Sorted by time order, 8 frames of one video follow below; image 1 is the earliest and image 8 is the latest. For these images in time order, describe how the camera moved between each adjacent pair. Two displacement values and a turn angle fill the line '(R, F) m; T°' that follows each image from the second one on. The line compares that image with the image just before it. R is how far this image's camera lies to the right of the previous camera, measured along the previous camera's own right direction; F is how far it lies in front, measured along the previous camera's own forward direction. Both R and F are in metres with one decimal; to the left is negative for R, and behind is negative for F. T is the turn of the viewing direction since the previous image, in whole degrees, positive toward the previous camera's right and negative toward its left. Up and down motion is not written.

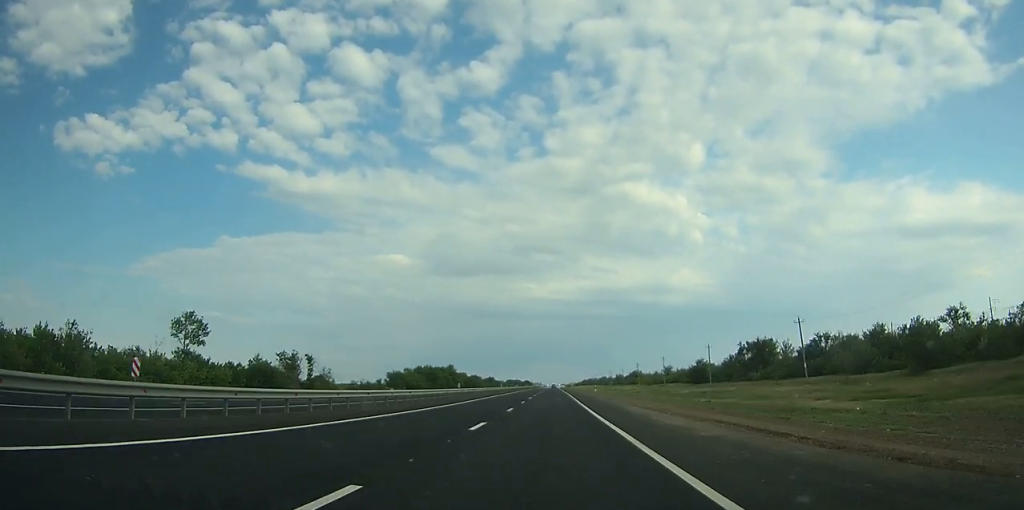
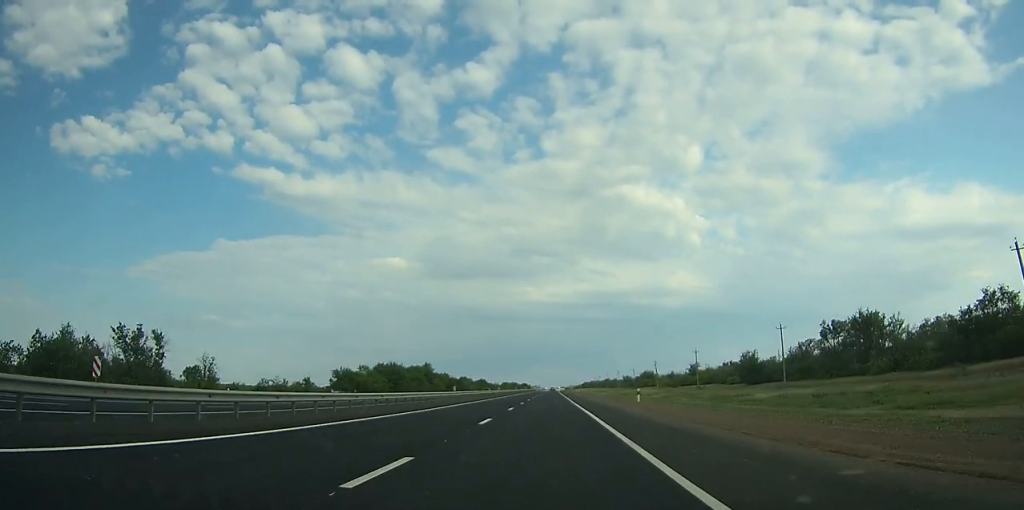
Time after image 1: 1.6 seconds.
(0.0, +46.1) m; 0°
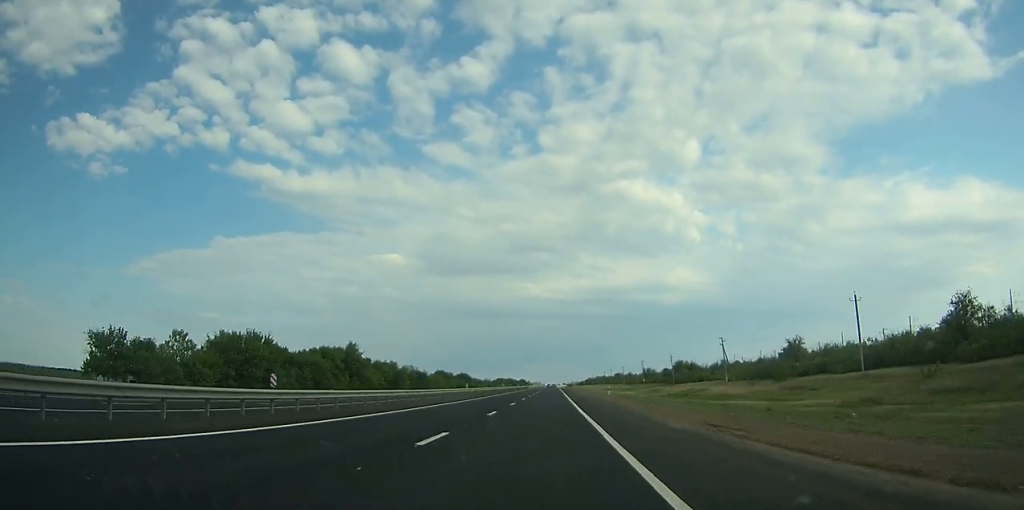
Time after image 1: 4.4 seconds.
(0.0, +78.9) m; 0°
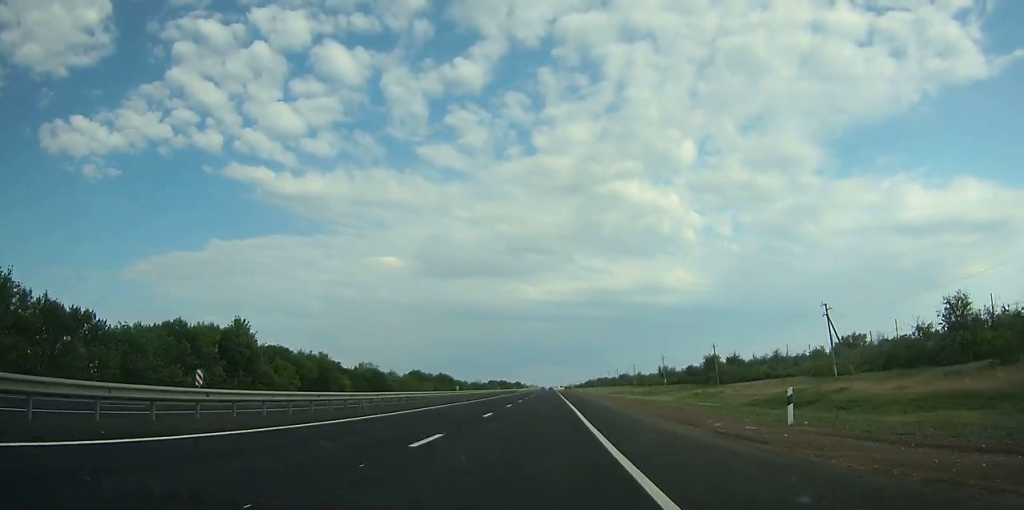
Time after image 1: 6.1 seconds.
(-0.2, +46.9) m; 0°
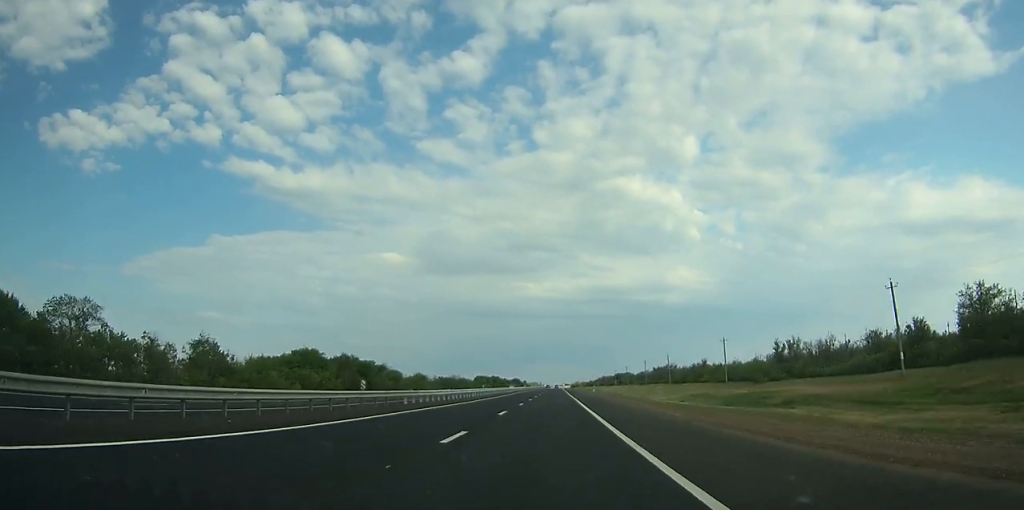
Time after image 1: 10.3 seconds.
(-0.4, +116.0) m; 0°
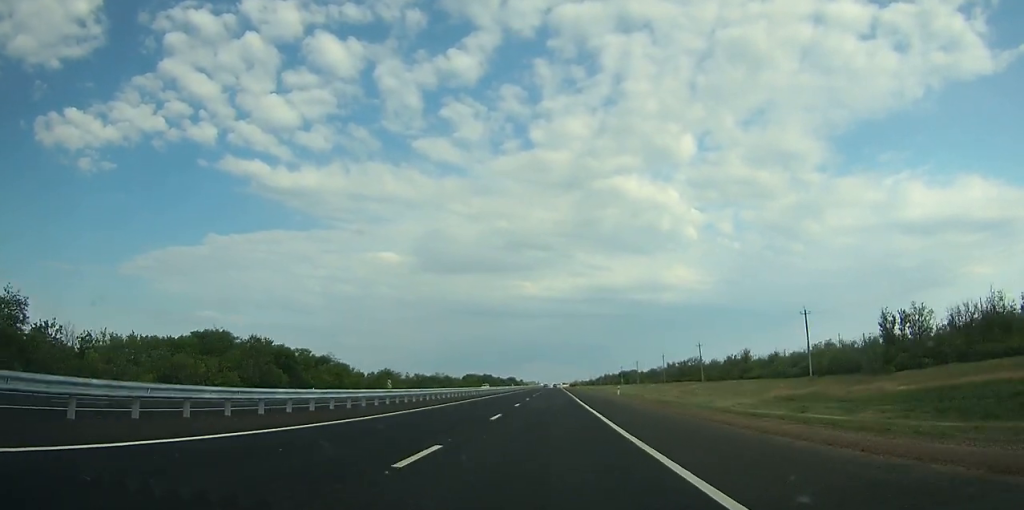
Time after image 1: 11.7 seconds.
(+0.1, +40.8) m; 0°
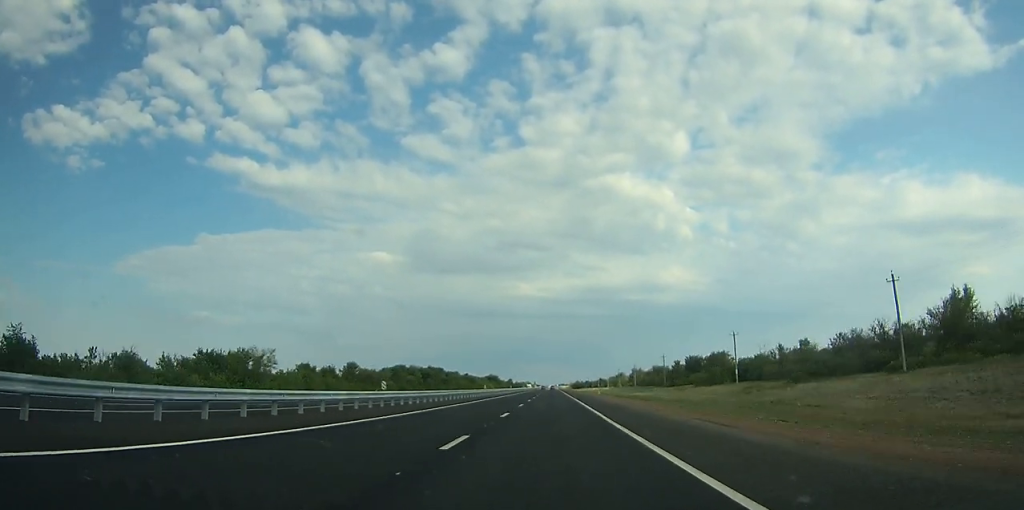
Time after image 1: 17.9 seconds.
(+0.6, +181.2) m; 0°
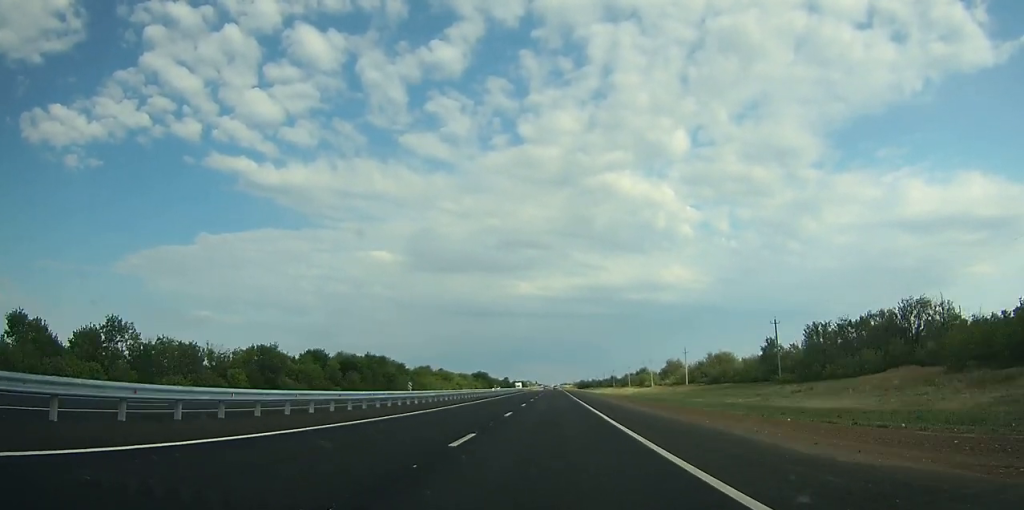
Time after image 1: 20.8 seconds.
(+0.1, +82.5) m; 0°
